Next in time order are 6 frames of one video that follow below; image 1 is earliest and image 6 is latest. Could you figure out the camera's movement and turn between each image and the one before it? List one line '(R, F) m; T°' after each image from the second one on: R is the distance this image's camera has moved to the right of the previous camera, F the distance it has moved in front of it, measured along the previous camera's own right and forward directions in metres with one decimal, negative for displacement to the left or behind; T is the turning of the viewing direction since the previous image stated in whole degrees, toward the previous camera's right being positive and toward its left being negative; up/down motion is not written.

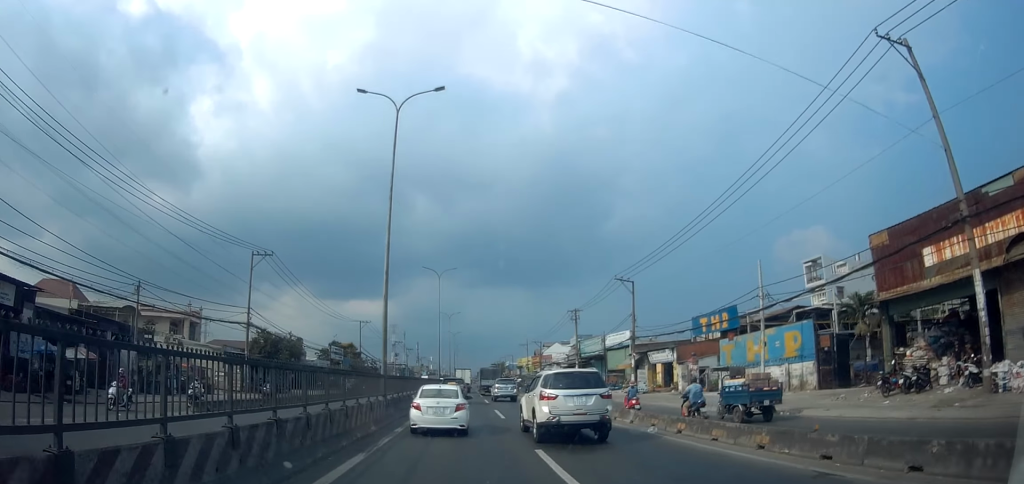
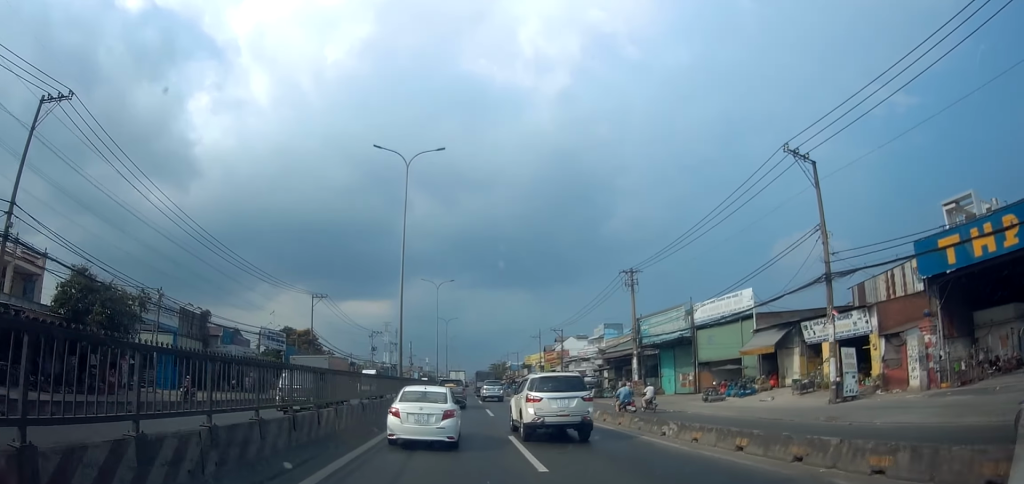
(-0.5, +28.2) m; -1°
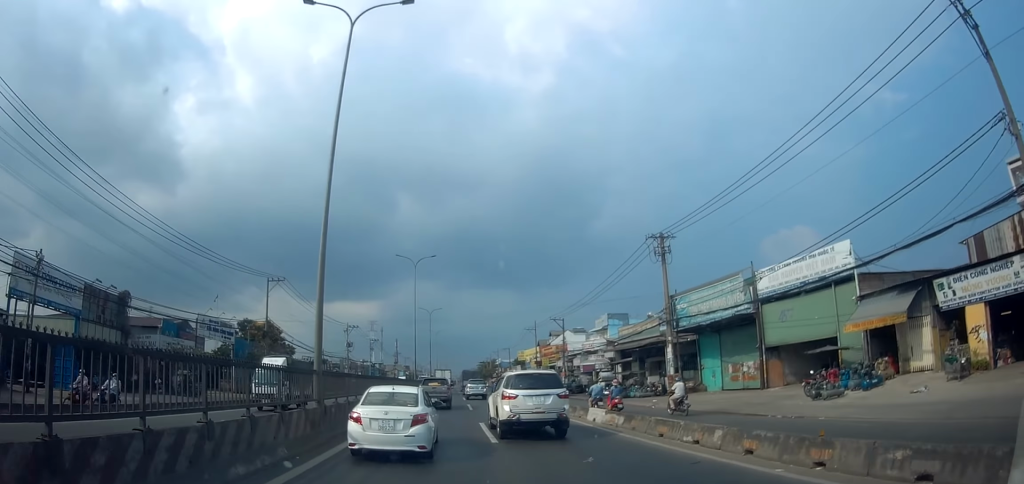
(+0.1, +11.5) m; +2°
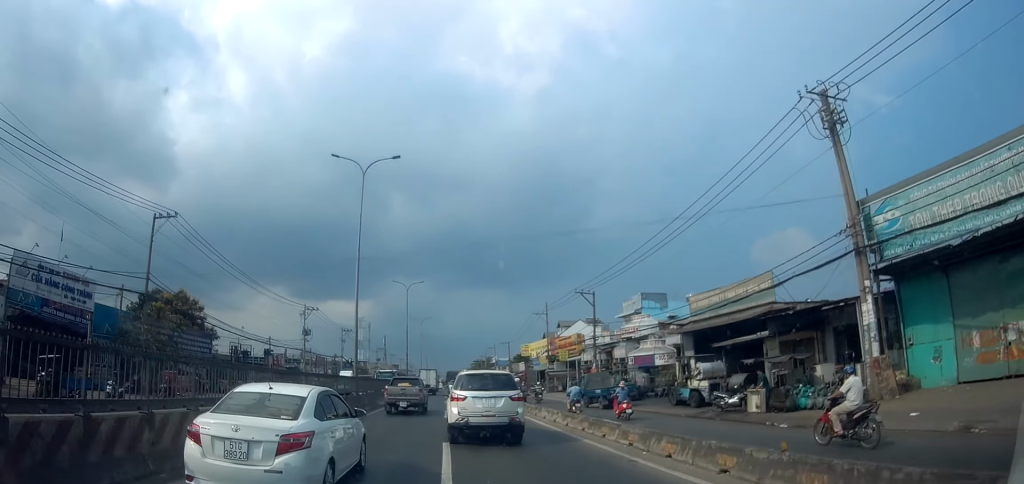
(+0.5, +21.2) m; +1°
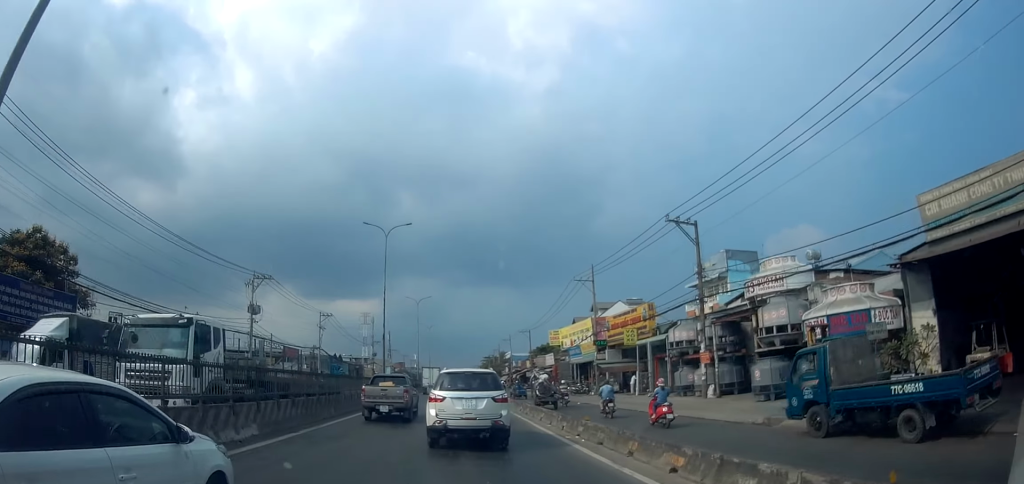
(0.0, +21.9) m; 0°
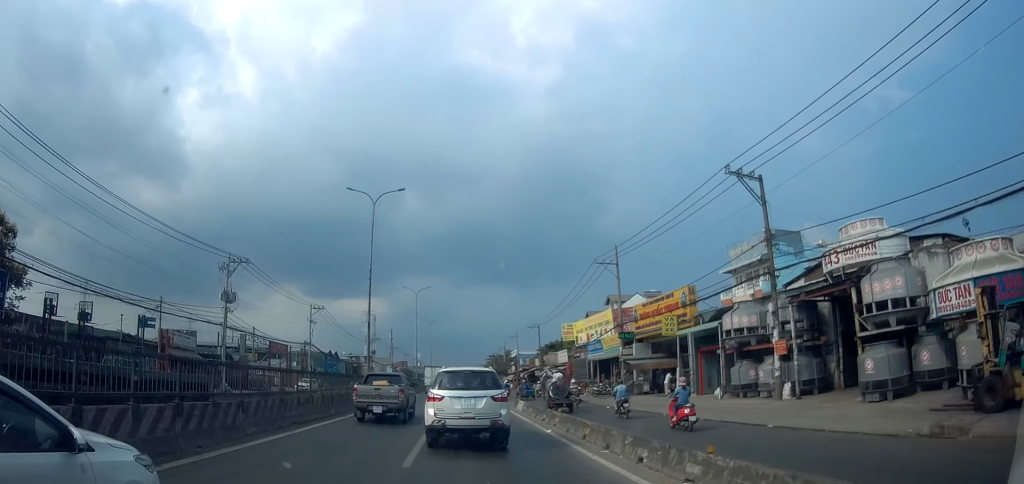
(0.0, +7.1) m; 0°
